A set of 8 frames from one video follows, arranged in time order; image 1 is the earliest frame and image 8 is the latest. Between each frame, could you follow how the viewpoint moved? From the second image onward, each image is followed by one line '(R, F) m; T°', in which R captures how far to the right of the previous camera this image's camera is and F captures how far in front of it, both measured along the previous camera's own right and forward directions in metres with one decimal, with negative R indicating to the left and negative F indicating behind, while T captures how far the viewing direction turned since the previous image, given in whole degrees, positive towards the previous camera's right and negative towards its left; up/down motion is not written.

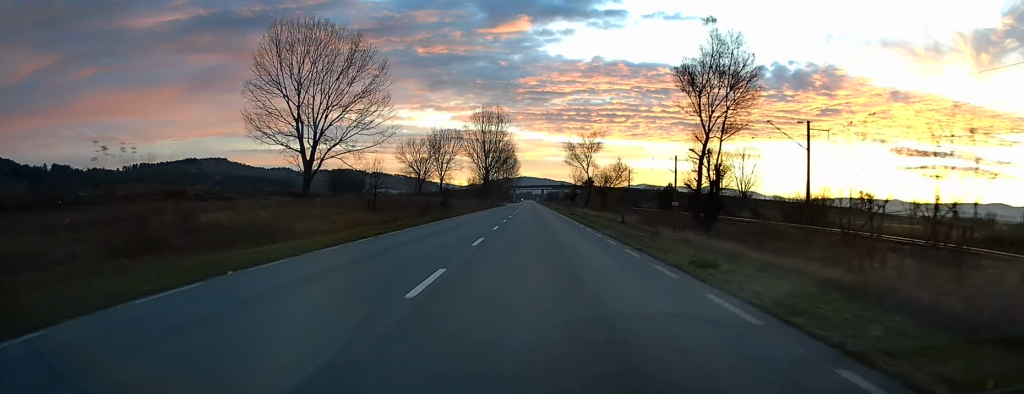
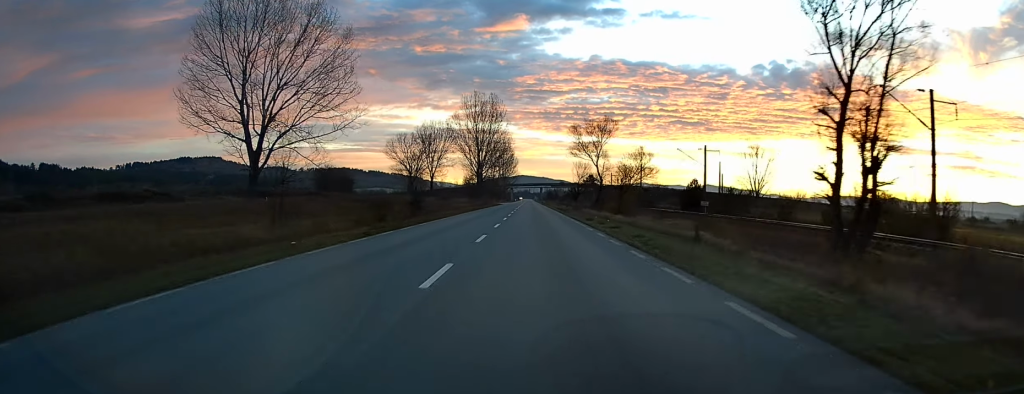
(0.0, +16.9) m; 0°
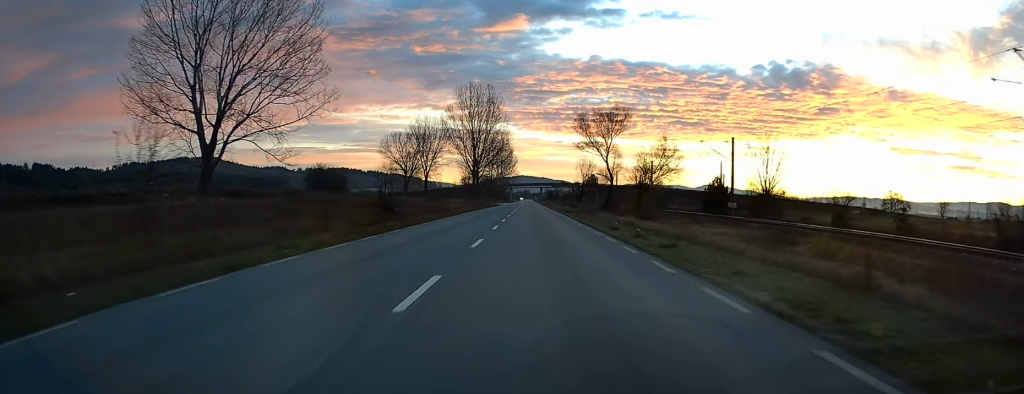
(0.0, +10.8) m; -1°
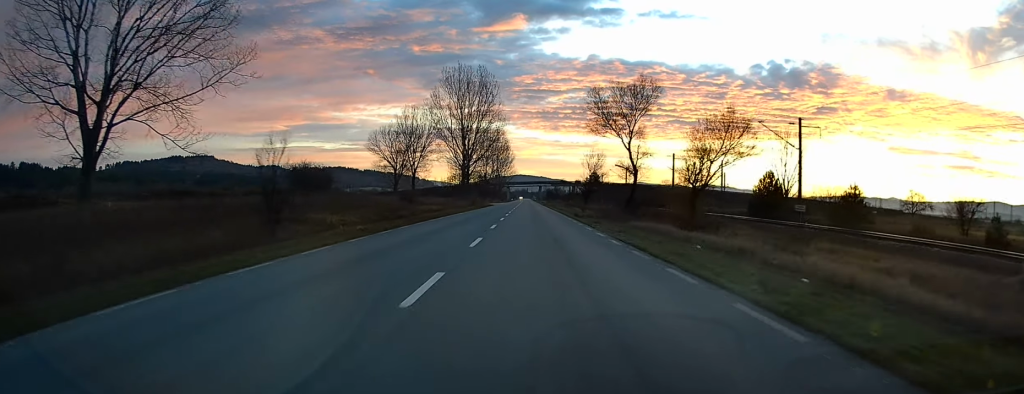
(-0.1, +17.7) m; -1°
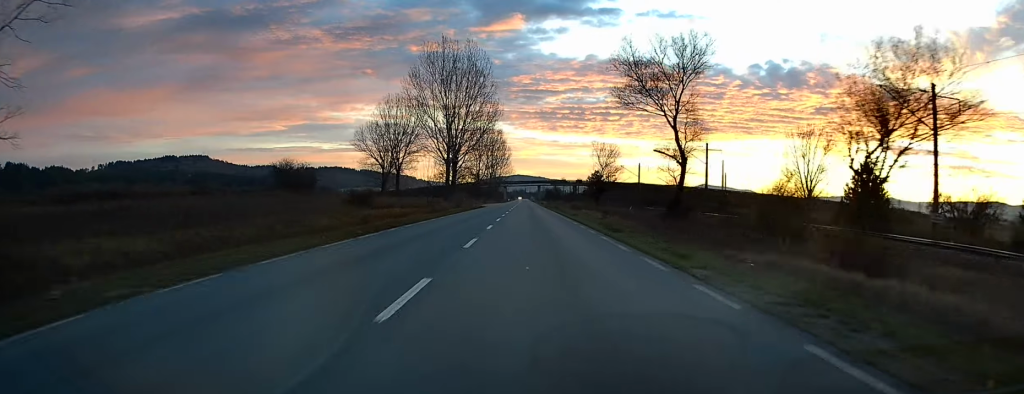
(-0.3, +18.5) m; 0°
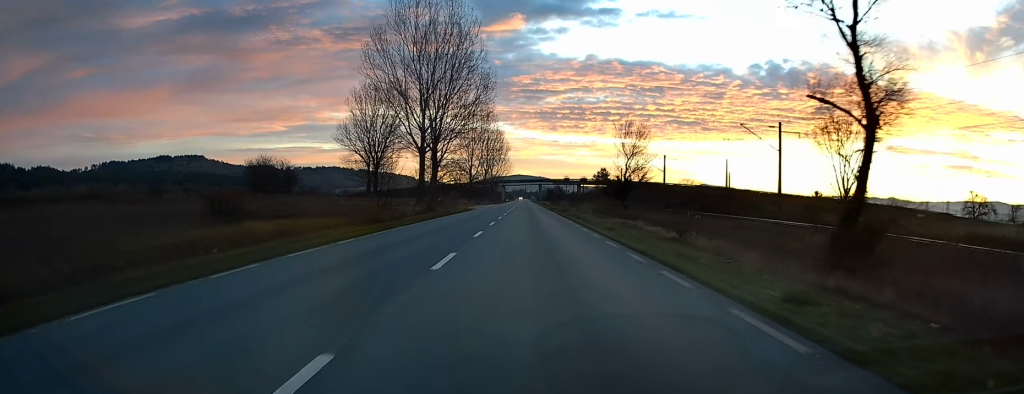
(+0.4, +22.4) m; +1°
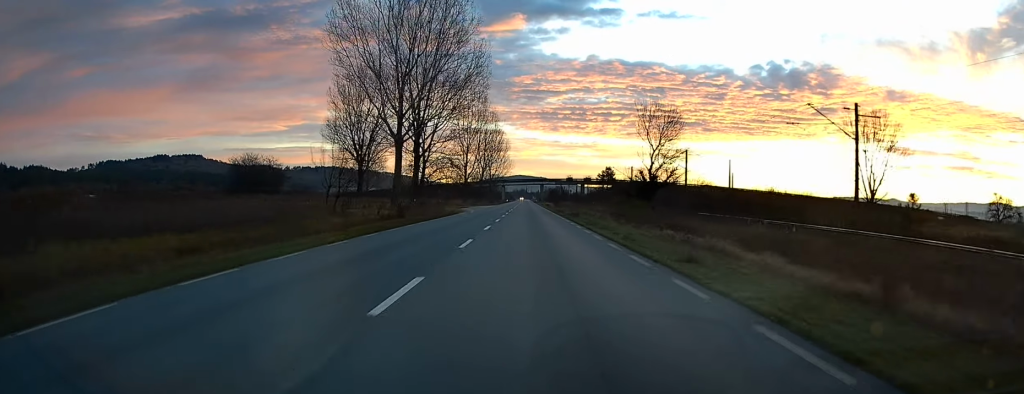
(0.0, +13.1) m; 0°
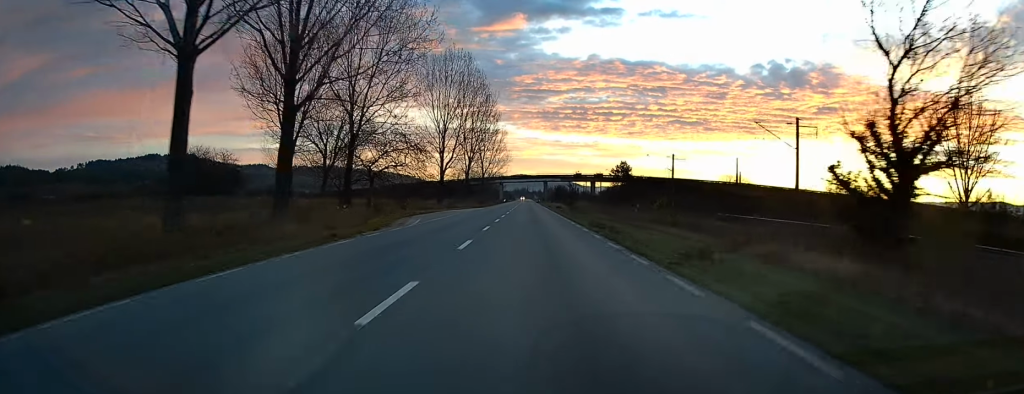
(0.0, +36.3) m; 0°
